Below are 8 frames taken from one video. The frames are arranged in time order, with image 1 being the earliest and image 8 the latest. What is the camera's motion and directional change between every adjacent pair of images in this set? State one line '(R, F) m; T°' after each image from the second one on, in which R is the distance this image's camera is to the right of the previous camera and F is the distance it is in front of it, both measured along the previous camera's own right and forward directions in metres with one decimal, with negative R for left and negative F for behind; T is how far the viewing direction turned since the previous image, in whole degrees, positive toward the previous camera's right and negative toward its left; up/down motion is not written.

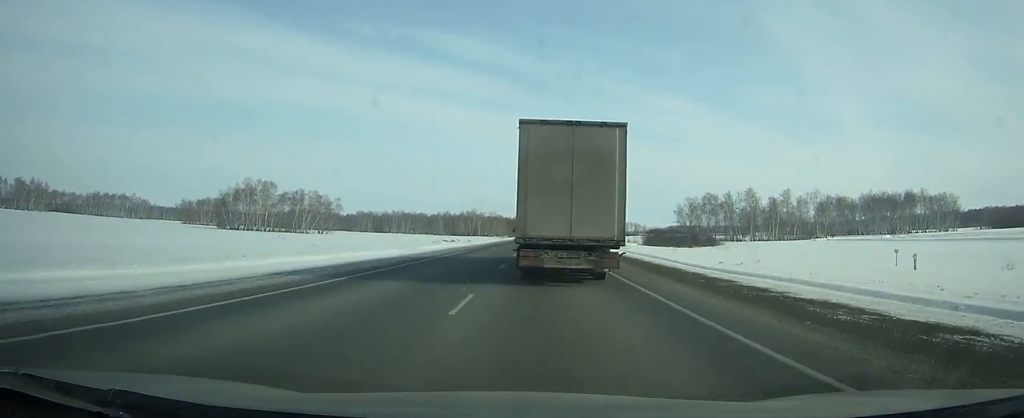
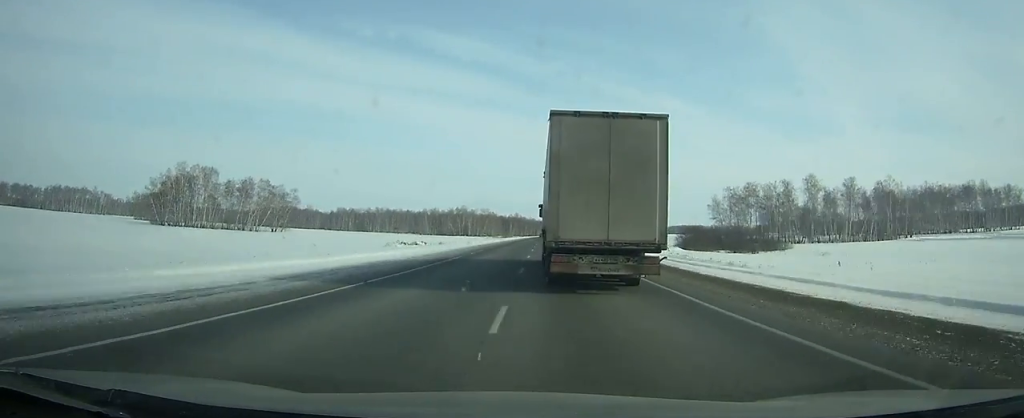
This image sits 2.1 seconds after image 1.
(0.0, +50.9) m; 0°
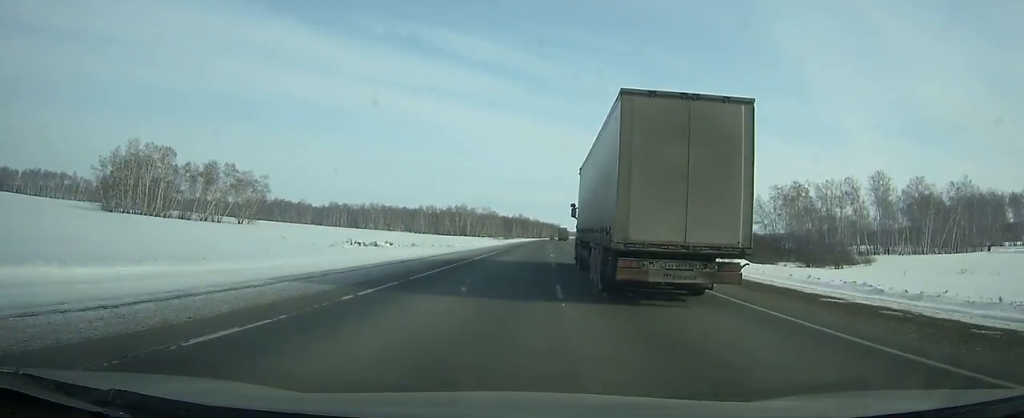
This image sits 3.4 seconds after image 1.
(-0.1, +32.2) m; 0°
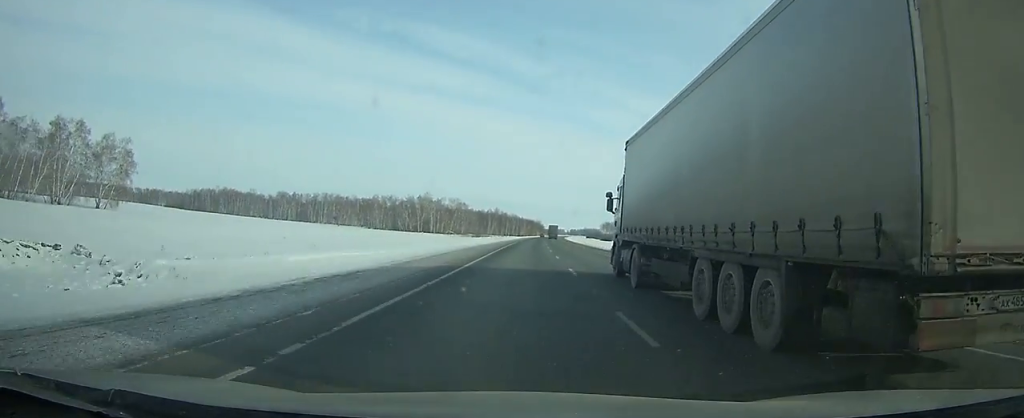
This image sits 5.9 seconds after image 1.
(+0.6, +65.6) m; +1°
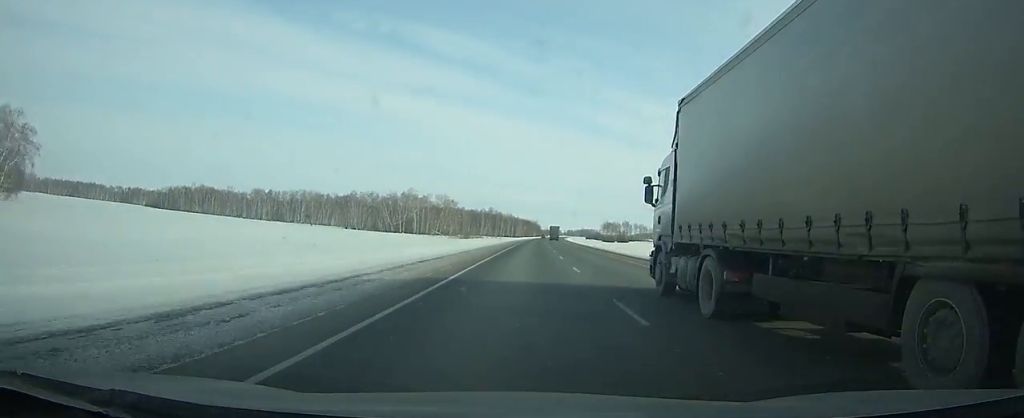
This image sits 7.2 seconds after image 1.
(+0.1, +35.3) m; +1°
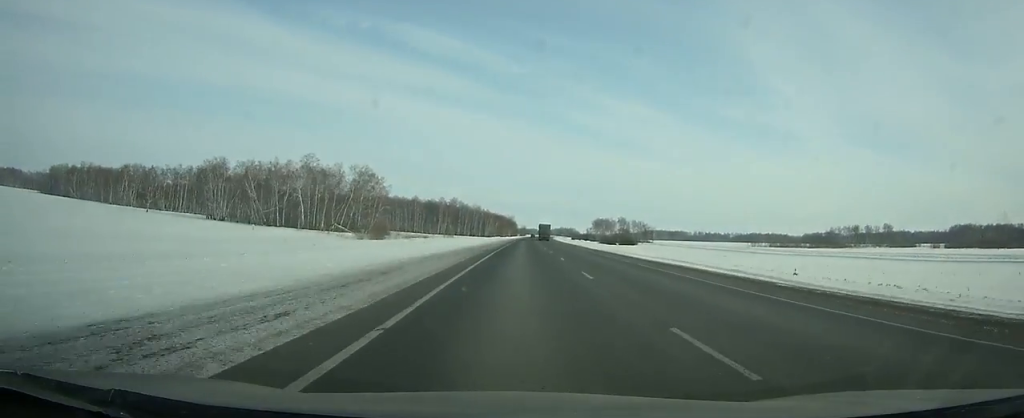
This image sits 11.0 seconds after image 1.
(+2.6, +111.1) m; +3°
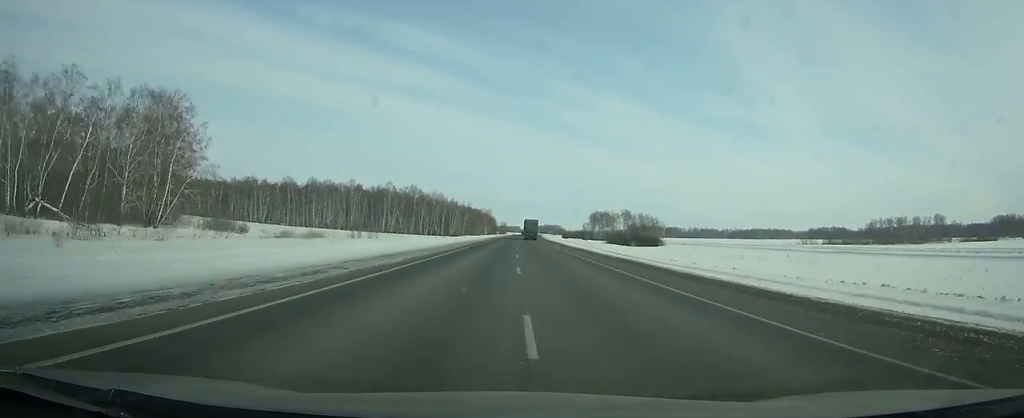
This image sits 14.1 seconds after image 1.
(+1.6, +96.6) m; +1°
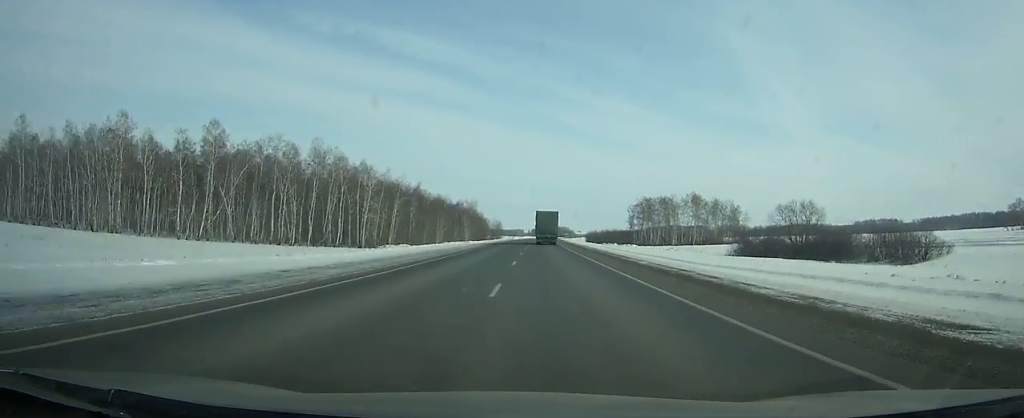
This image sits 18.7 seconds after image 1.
(+0.6, +150.8) m; 0°
